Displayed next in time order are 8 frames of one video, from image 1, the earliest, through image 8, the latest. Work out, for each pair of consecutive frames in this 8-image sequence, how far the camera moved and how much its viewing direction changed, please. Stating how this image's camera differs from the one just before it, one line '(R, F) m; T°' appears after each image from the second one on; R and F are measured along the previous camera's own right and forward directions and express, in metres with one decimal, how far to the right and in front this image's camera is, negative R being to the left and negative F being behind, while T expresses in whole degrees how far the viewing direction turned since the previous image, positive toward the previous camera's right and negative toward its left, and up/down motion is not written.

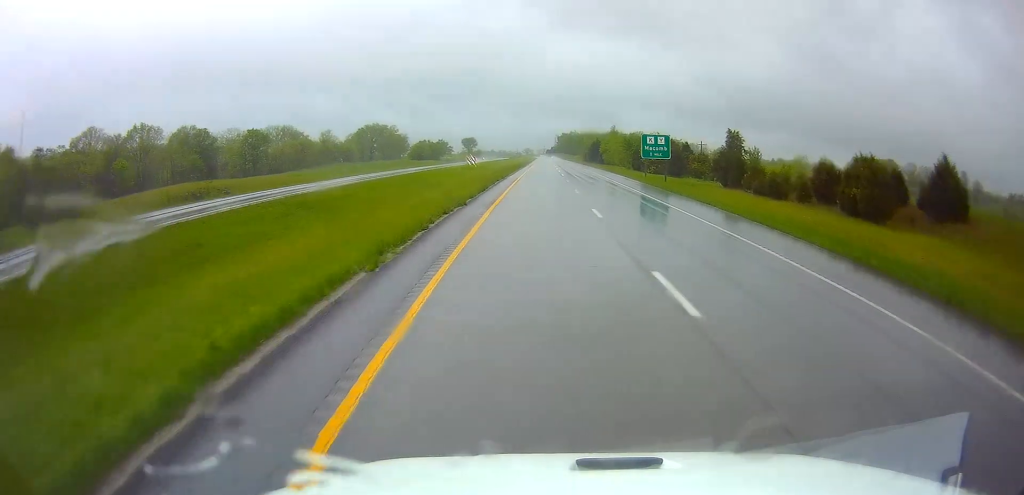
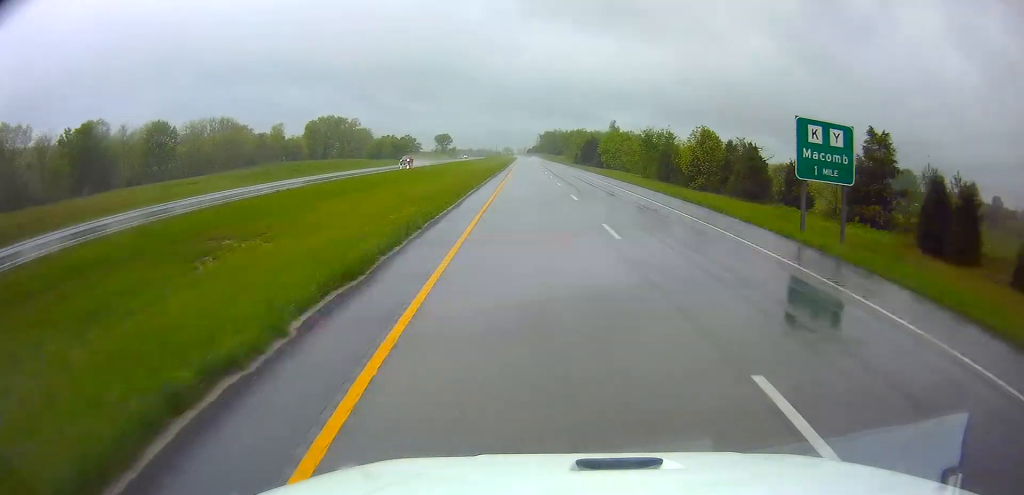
(+0.4, +42.0) m; +1°
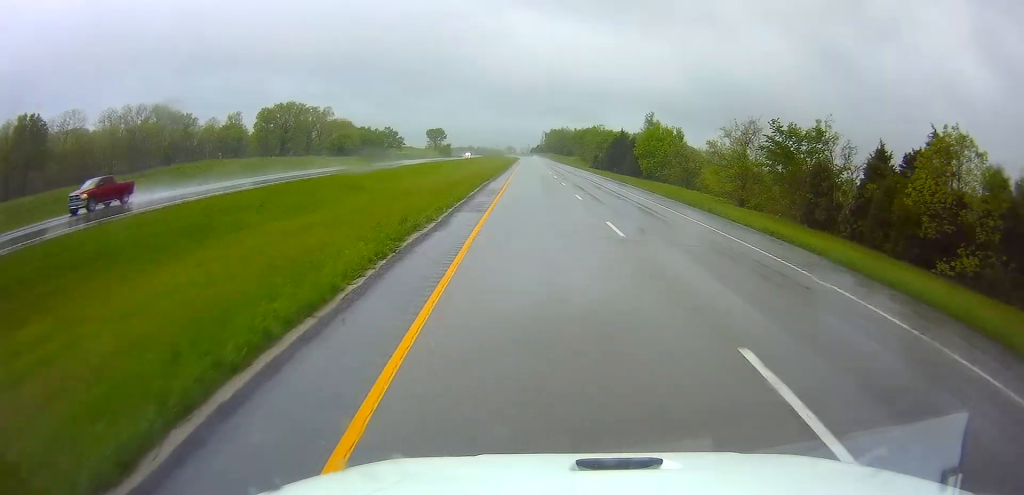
(+0.5, +48.2) m; +1°
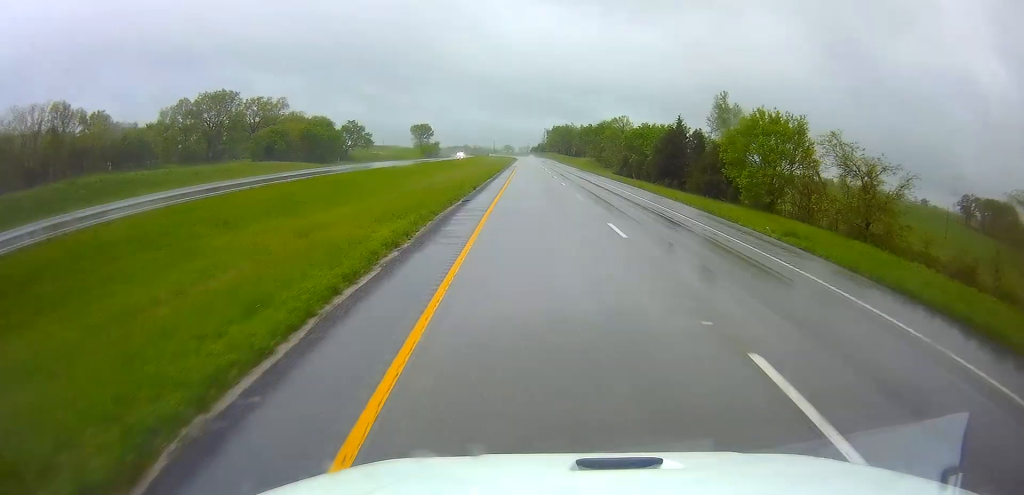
(-0.6, +49.2) m; 0°
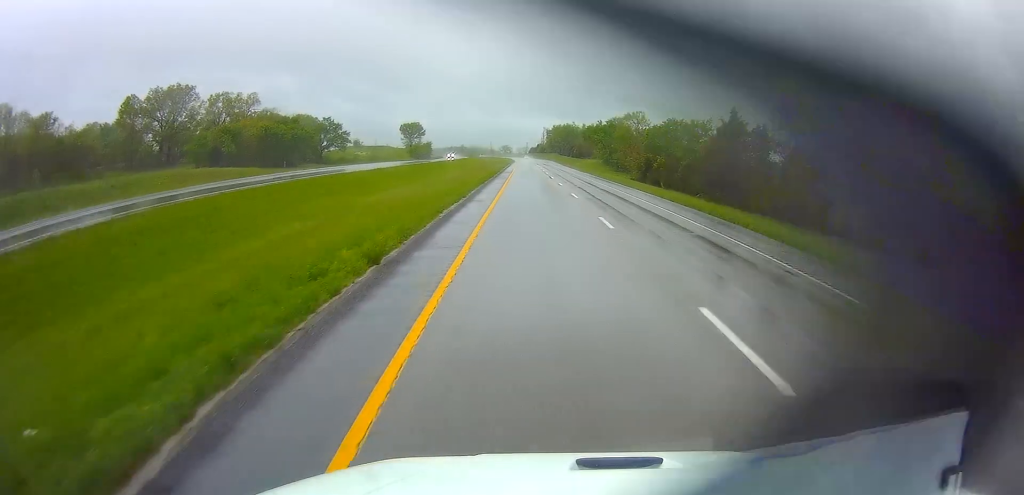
(+0.4, +22.6) m; 0°
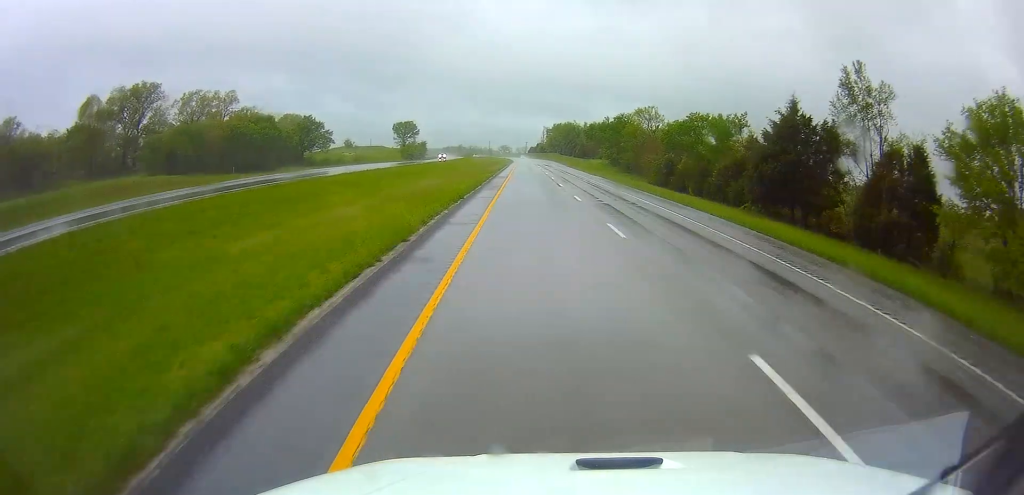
(+0.1, +14.4) m; 0°
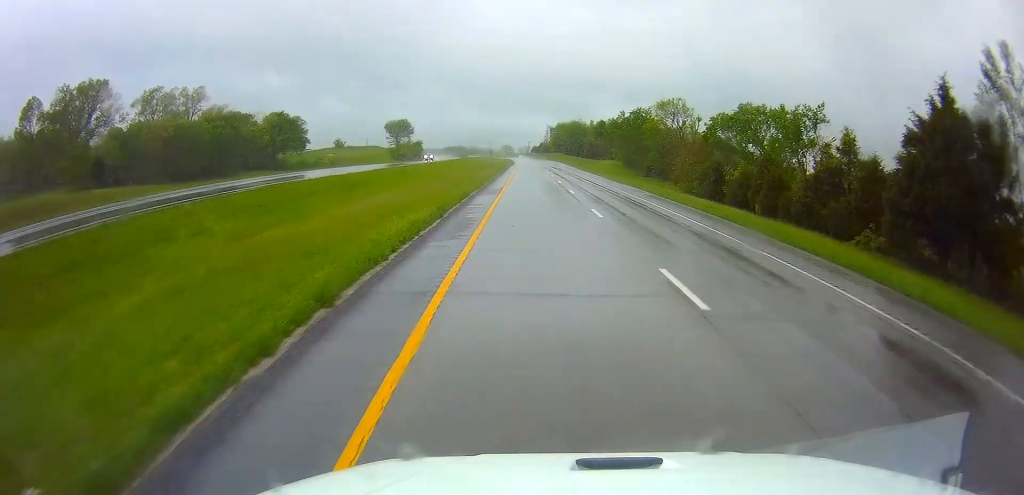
(-0.1, +19.6) m; 0°
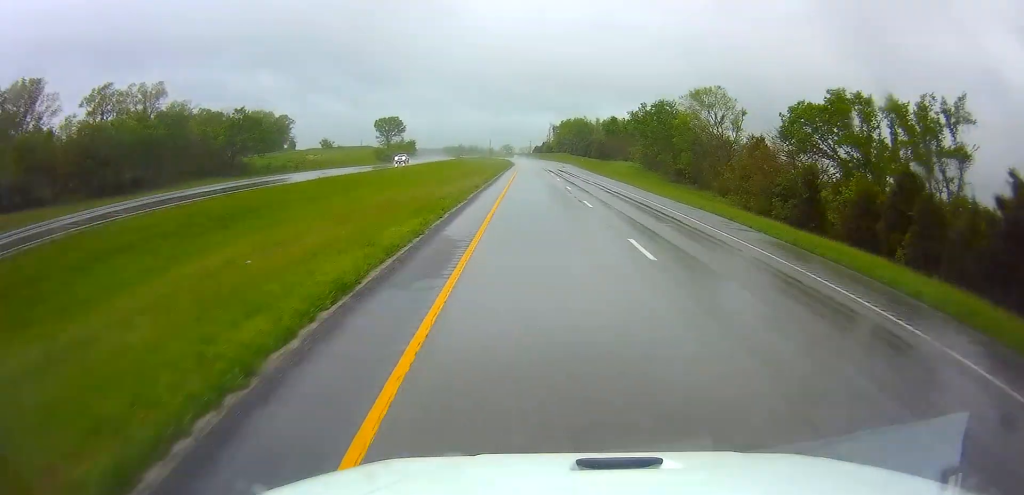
(0.0, +20.6) m; 0°
